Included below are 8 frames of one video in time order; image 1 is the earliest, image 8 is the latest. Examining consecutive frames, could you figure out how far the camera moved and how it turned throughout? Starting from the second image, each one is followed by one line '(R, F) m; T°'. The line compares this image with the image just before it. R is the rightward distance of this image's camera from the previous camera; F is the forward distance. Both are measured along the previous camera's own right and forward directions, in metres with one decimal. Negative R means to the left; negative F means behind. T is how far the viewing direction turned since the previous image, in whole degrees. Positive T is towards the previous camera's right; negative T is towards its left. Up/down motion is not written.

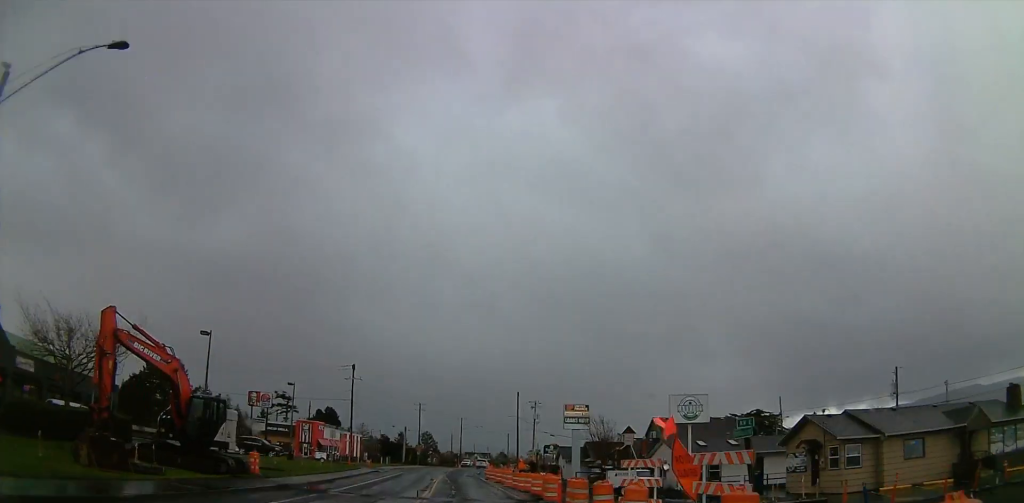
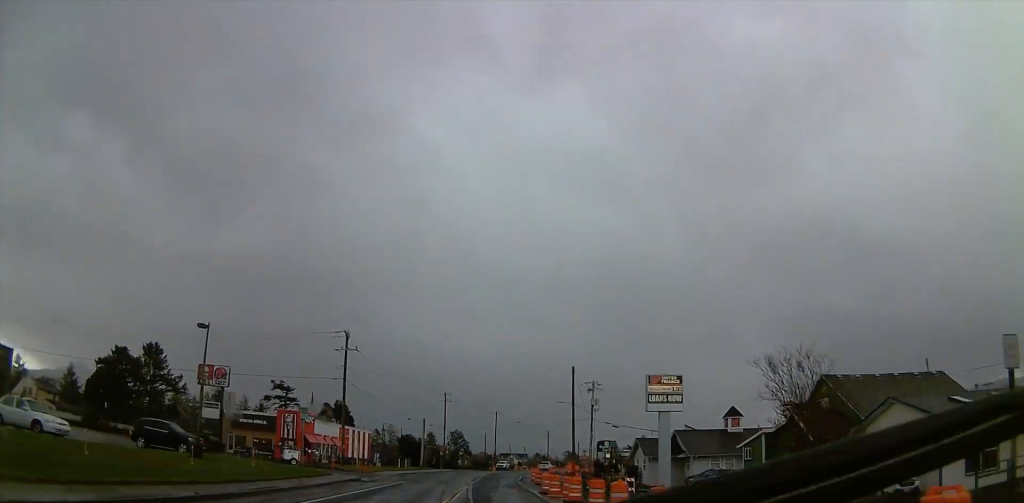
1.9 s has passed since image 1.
(+0.1, +25.1) m; 0°
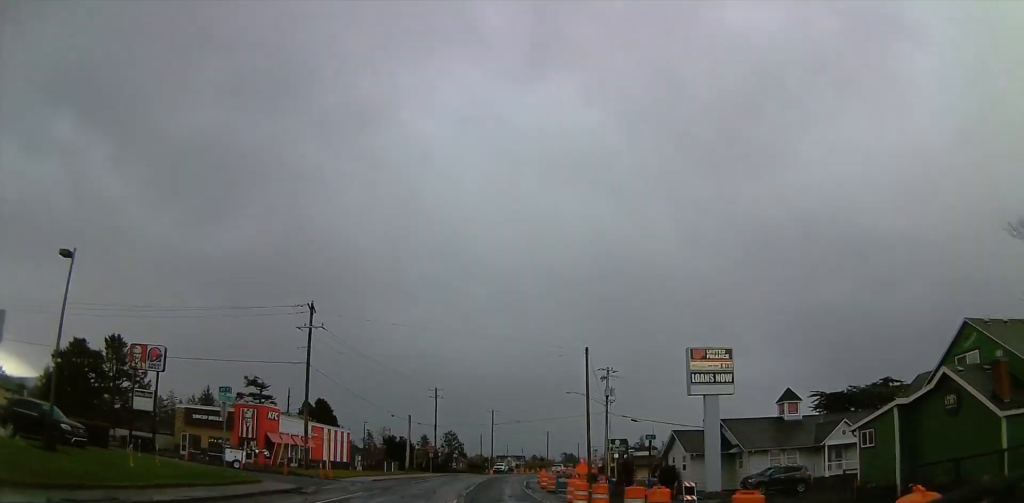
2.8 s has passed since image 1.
(-0.9, +12.1) m; -4°
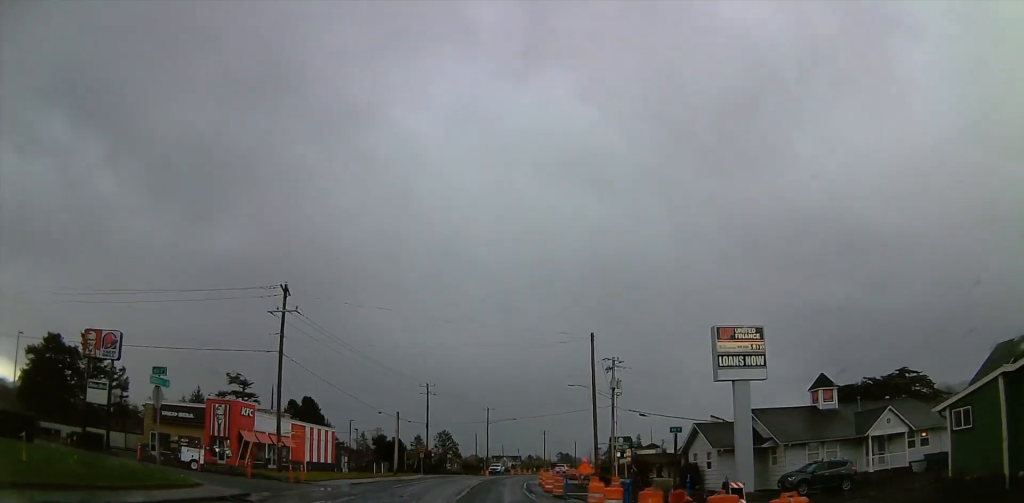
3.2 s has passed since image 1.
(0.0, +6.0) m; 0°
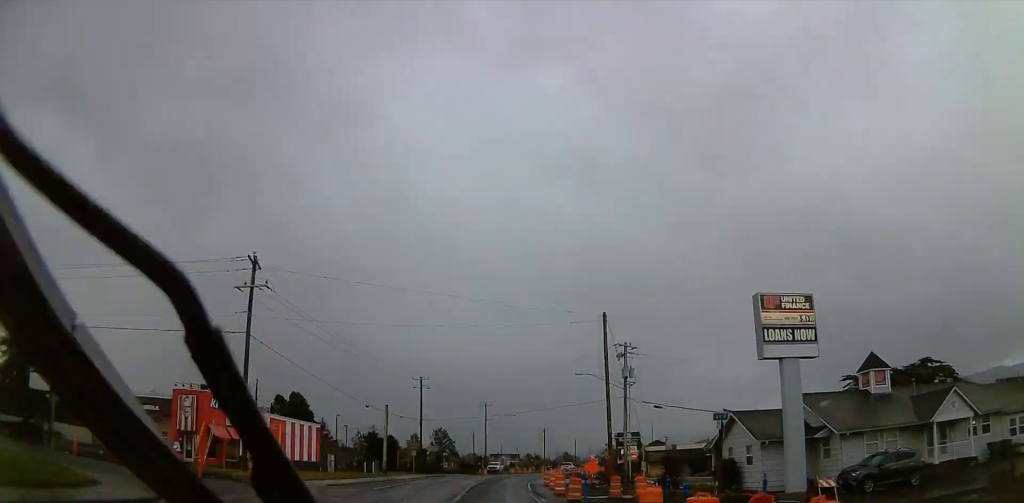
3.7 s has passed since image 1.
(0.0, +6.4) m; 0°
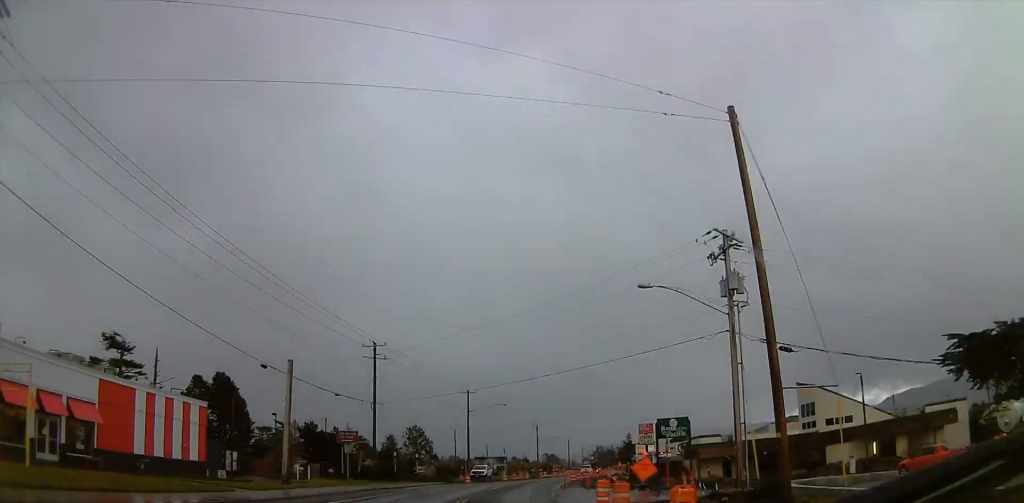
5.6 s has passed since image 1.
(0.0, +27.3) m; 0°
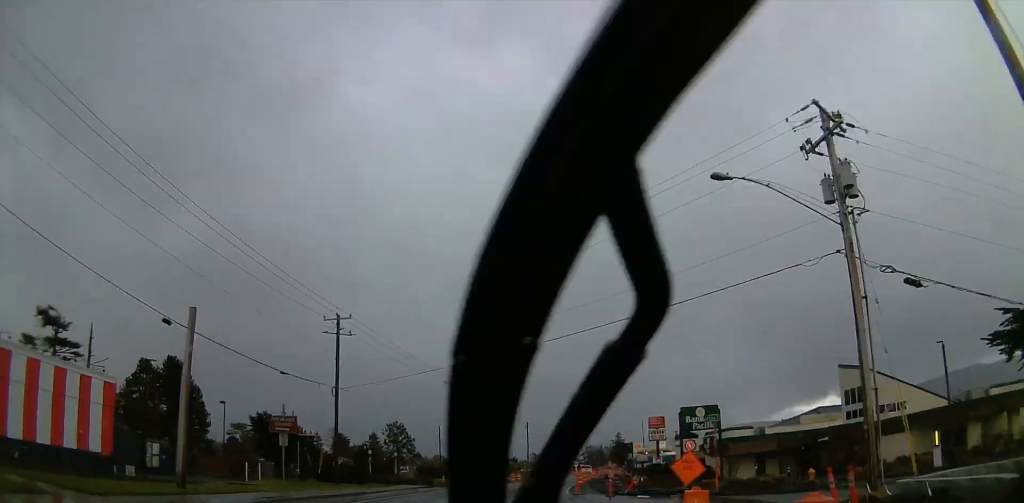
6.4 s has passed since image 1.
(0.0, +10.6) m; 0°
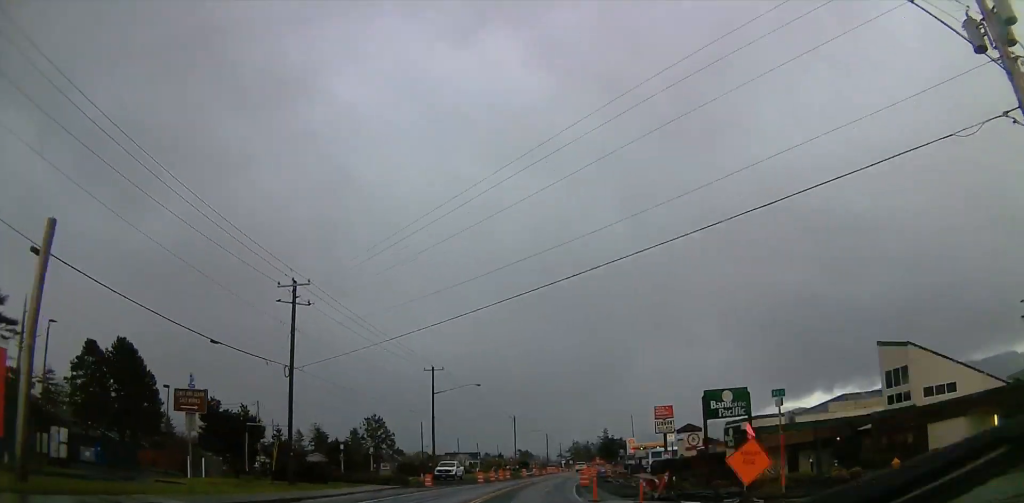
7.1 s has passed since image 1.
(0.0, +8.7) m; +1°
